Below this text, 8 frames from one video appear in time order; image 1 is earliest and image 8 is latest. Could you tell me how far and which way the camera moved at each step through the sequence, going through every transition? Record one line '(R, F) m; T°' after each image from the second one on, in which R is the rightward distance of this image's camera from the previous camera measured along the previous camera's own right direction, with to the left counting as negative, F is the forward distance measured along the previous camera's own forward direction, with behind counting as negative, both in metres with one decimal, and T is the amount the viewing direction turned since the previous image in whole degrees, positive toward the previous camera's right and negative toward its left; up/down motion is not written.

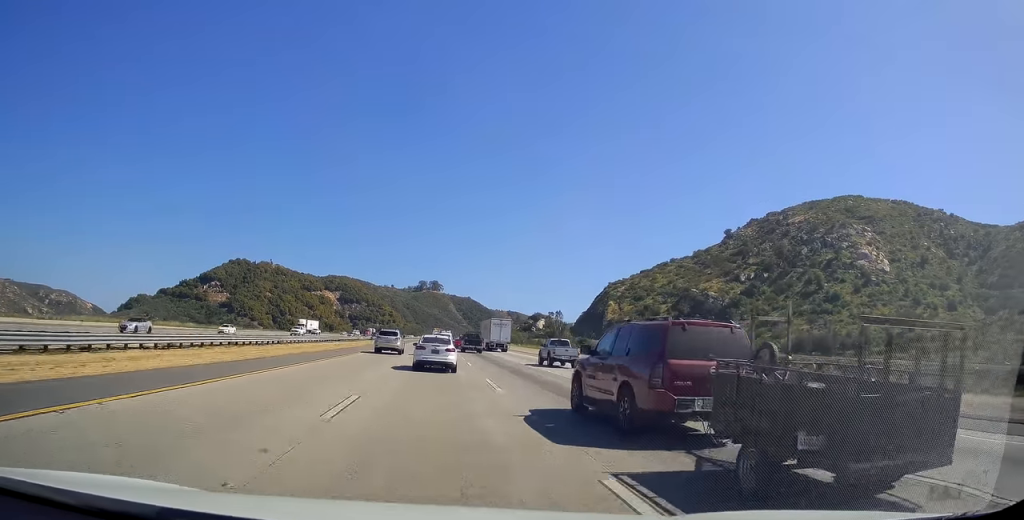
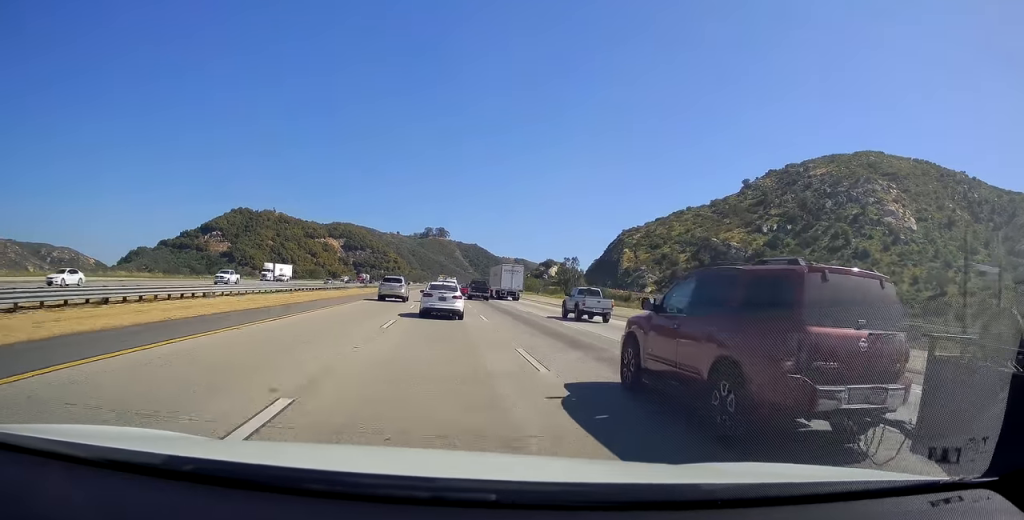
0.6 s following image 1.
(-0.3, +21.5) m; 0°
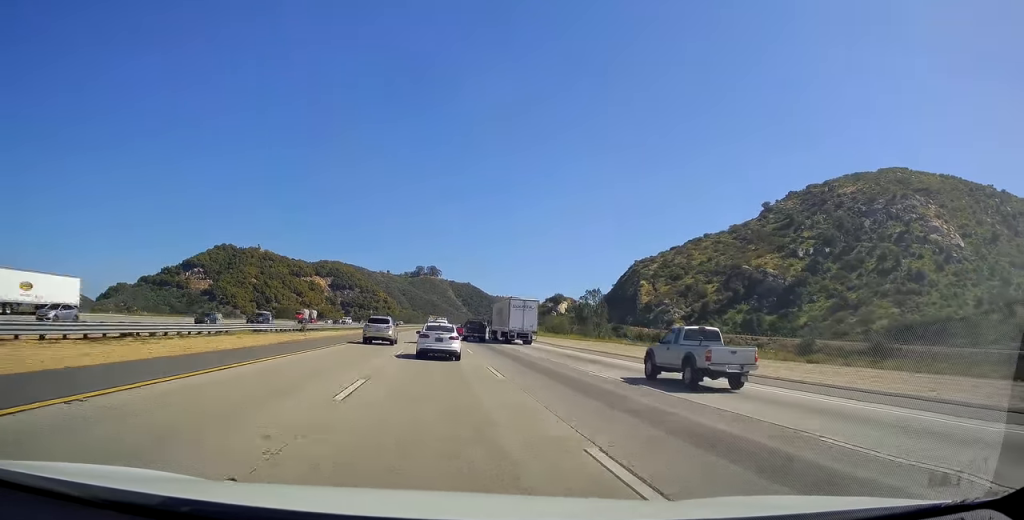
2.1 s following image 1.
(+0.3, +50.0) m; -1°
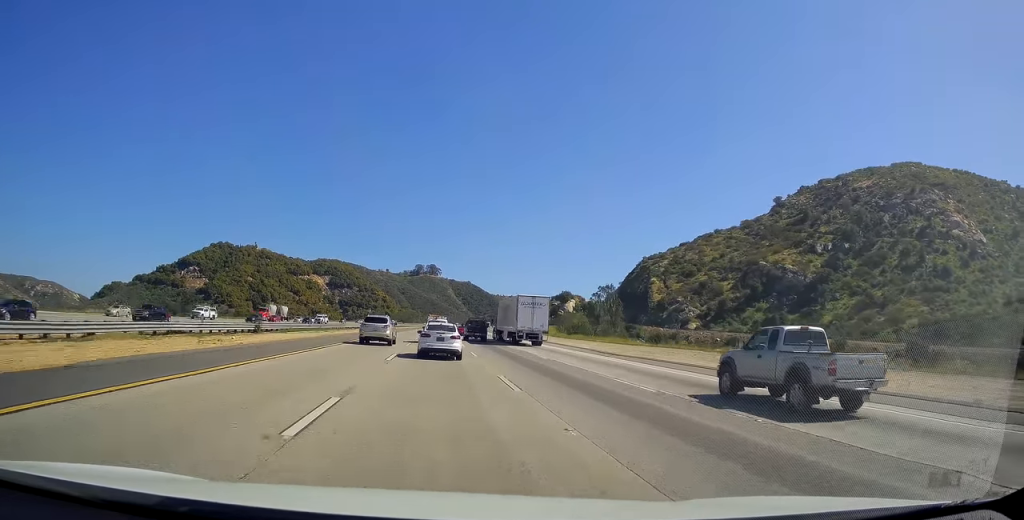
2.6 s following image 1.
(-0.3, +18.8) m; -1°
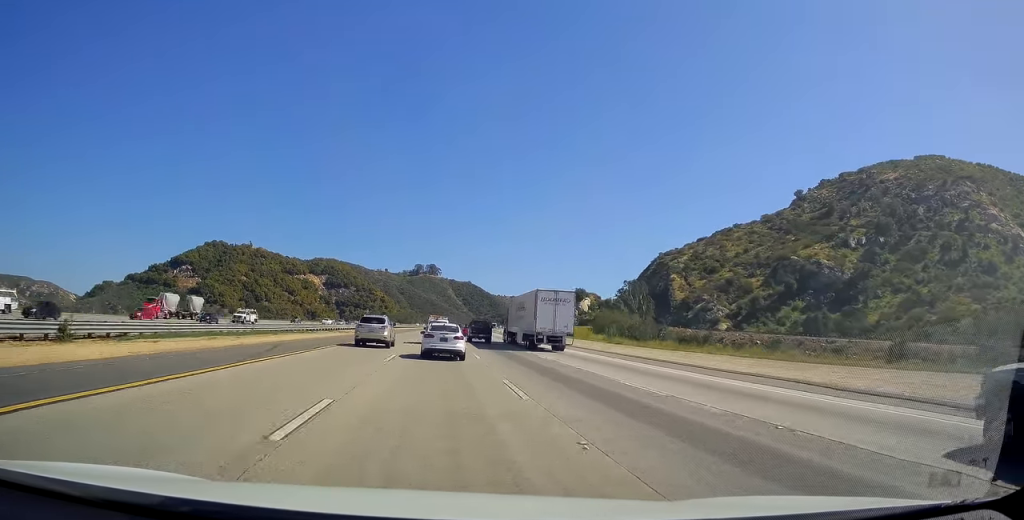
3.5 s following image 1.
(+0.2, +30.7) m; 0°
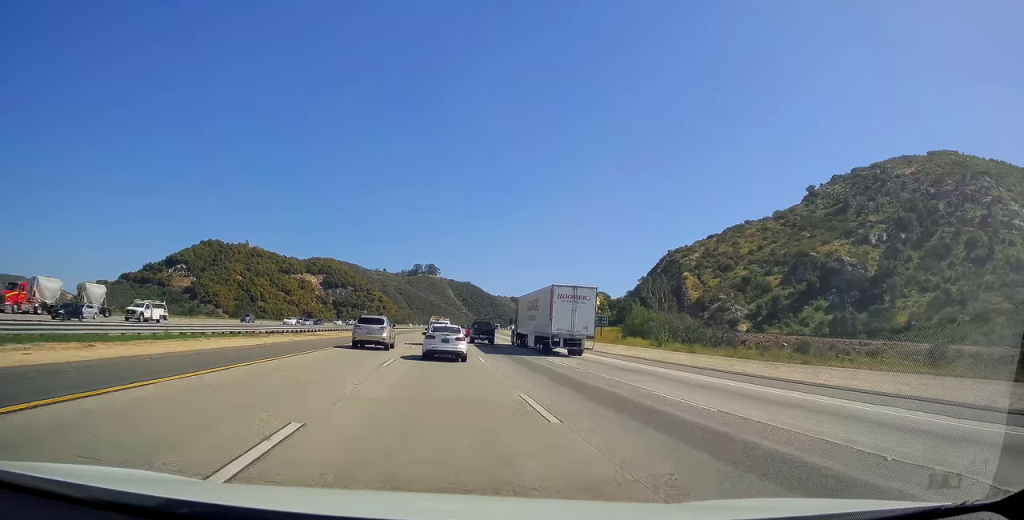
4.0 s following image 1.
(0.0, +17.6) m; 0°
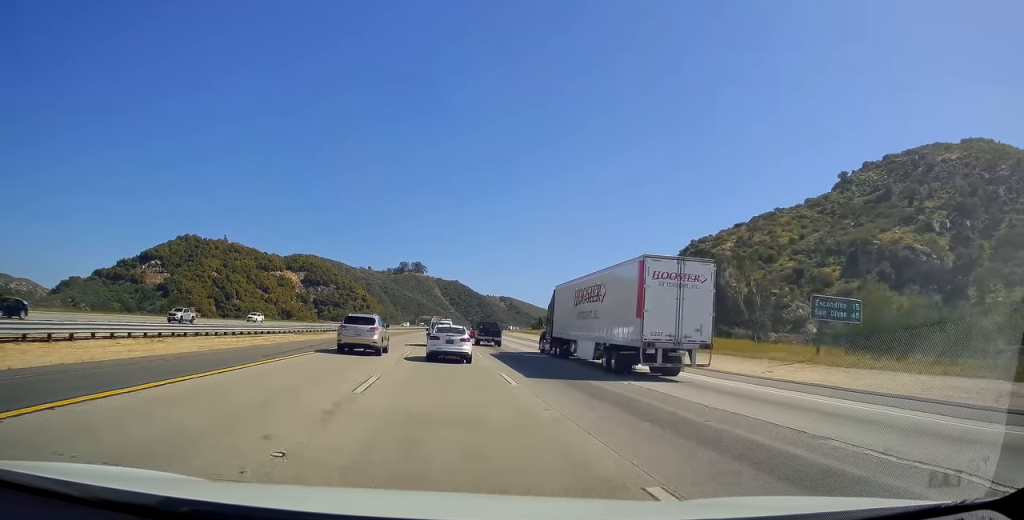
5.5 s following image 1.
(0.0, +52.8) m; +1°
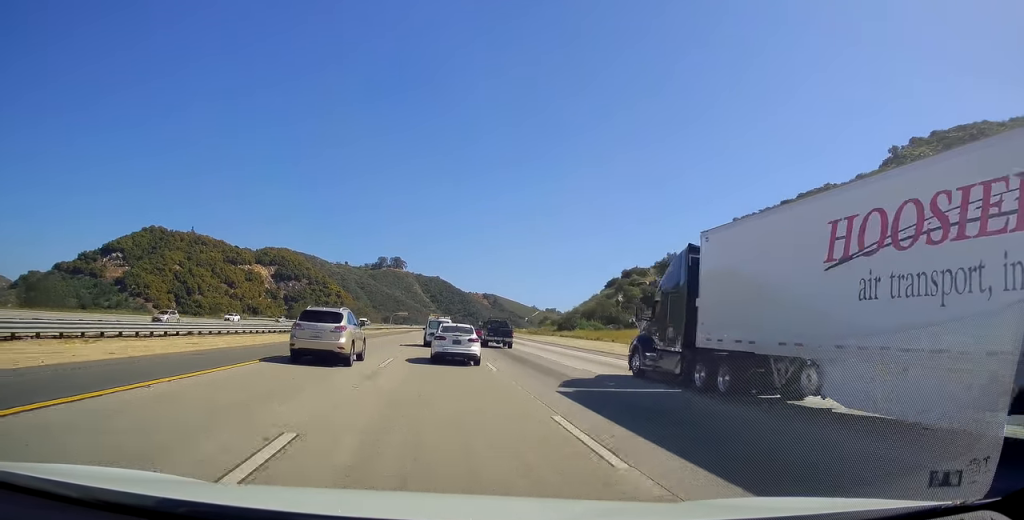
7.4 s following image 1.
(+2.0, +67.8) m; +2°
